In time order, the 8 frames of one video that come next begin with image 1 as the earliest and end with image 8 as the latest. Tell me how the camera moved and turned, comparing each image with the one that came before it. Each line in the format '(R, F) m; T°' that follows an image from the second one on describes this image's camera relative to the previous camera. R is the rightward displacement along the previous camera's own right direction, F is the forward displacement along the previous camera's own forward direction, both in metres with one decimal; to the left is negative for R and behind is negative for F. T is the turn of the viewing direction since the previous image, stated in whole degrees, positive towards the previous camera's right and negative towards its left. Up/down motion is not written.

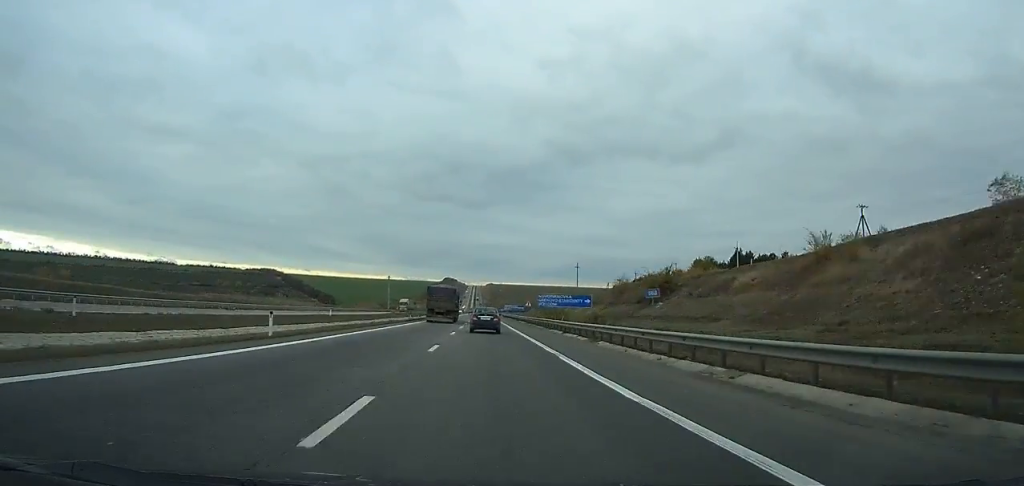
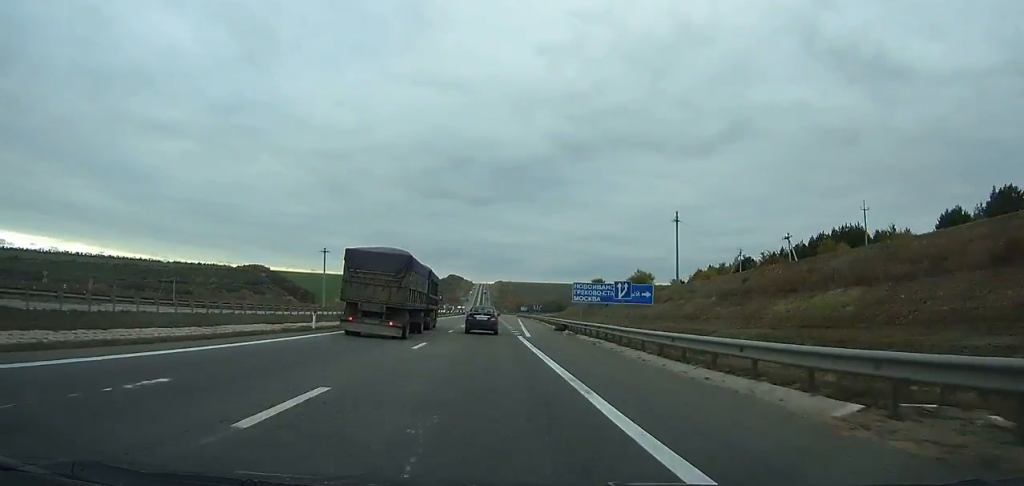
(-1.5, +129.7) m; -1°
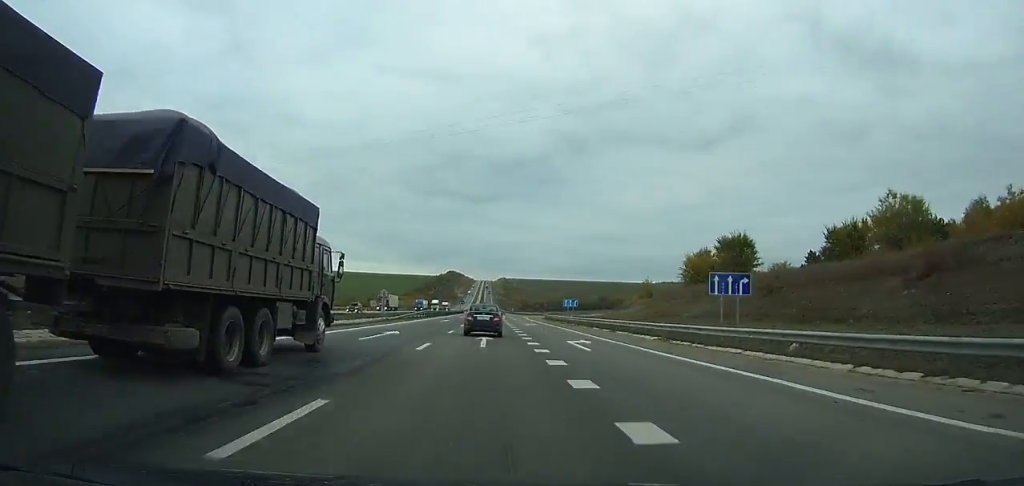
(-0.1, +99.1) m; 0°
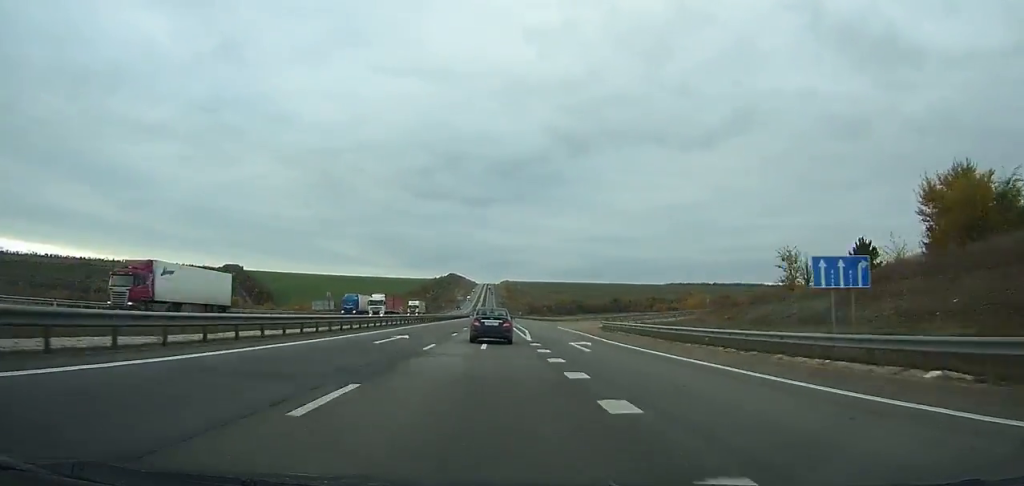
(0.0, +57.1) m; 0°
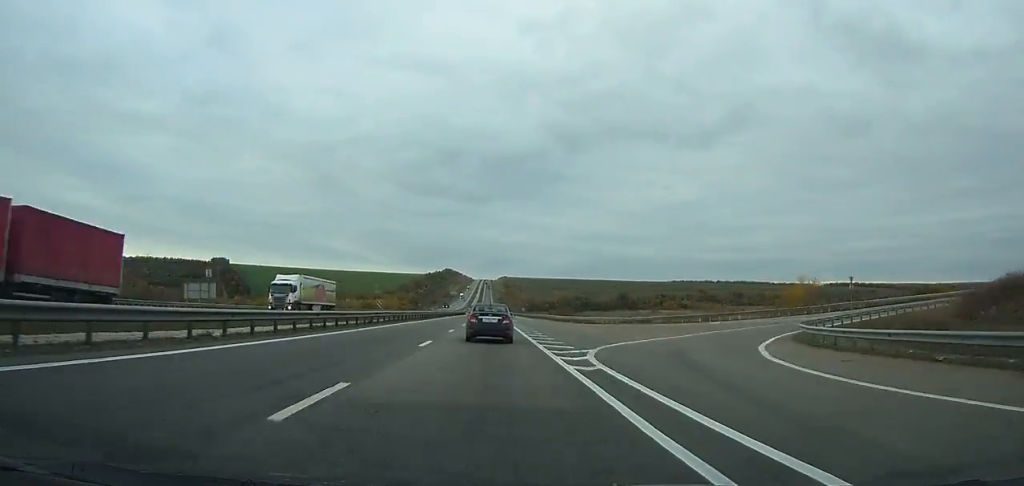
(0.0, +48.5) m; 0°
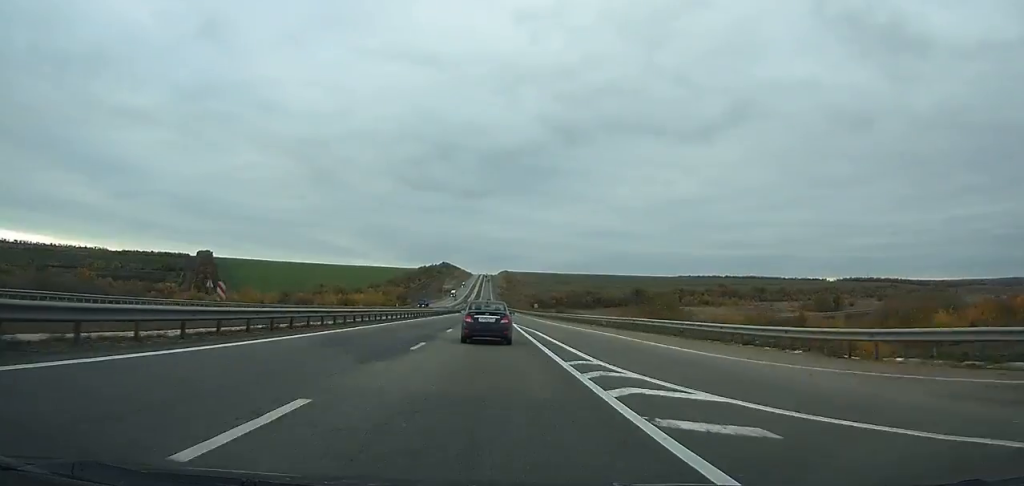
(0.0, +62.4) m; 0°
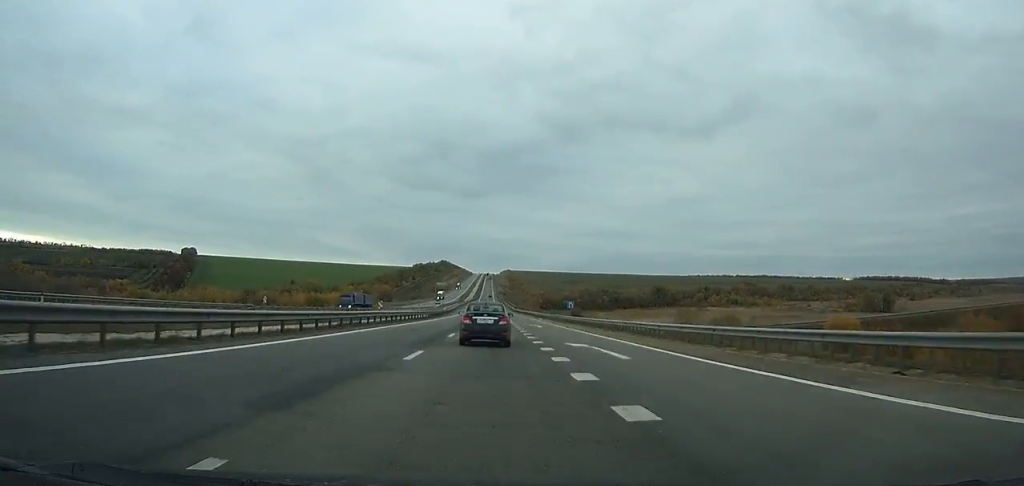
(0.0, +64.8) m; 0°
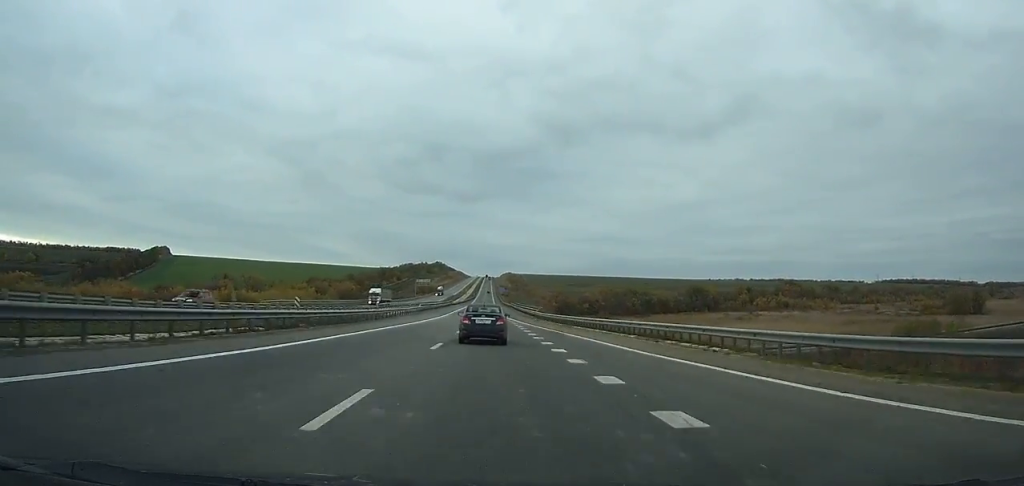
(-0.1, +89.4) m; 0°
